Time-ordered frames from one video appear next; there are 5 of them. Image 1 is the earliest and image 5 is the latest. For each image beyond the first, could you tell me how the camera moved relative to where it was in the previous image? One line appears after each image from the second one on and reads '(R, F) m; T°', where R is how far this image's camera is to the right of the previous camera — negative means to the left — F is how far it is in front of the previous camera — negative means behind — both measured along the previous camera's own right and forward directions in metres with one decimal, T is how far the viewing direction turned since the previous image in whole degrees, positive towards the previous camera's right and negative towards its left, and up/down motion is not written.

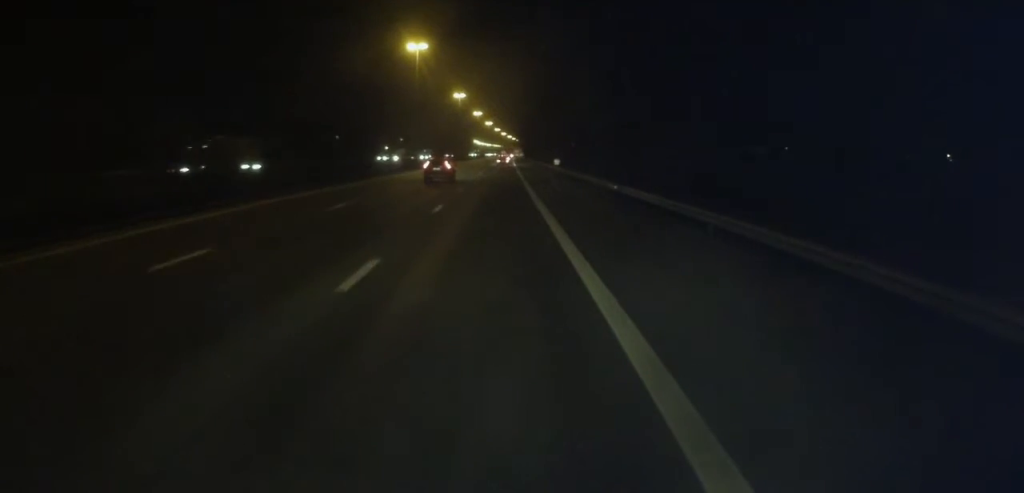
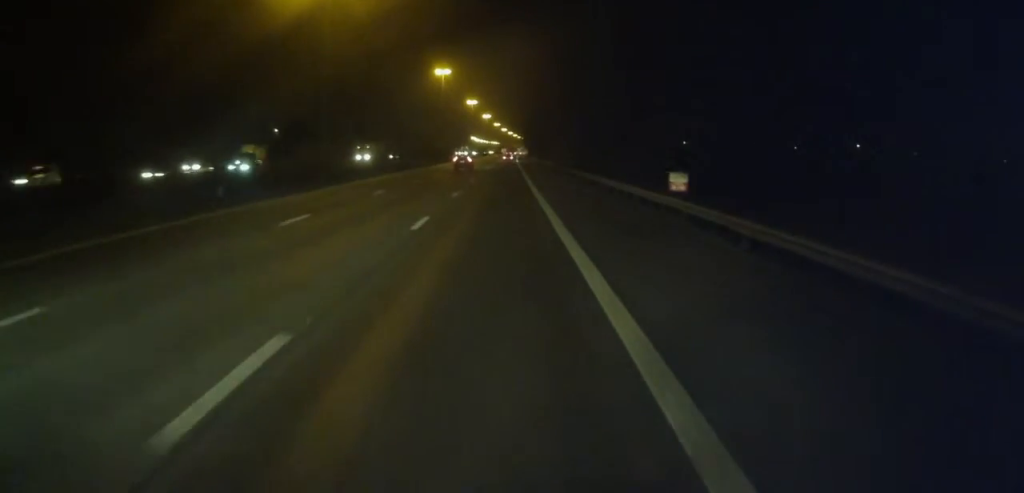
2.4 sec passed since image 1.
(+1.5, +55.5) m; +2°
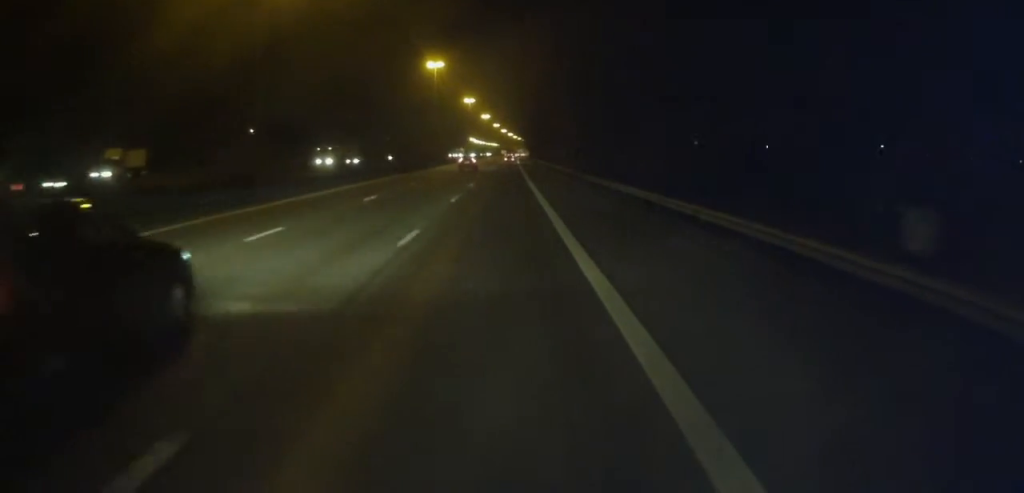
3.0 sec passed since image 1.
(-0.1, +14.8) m; -1°
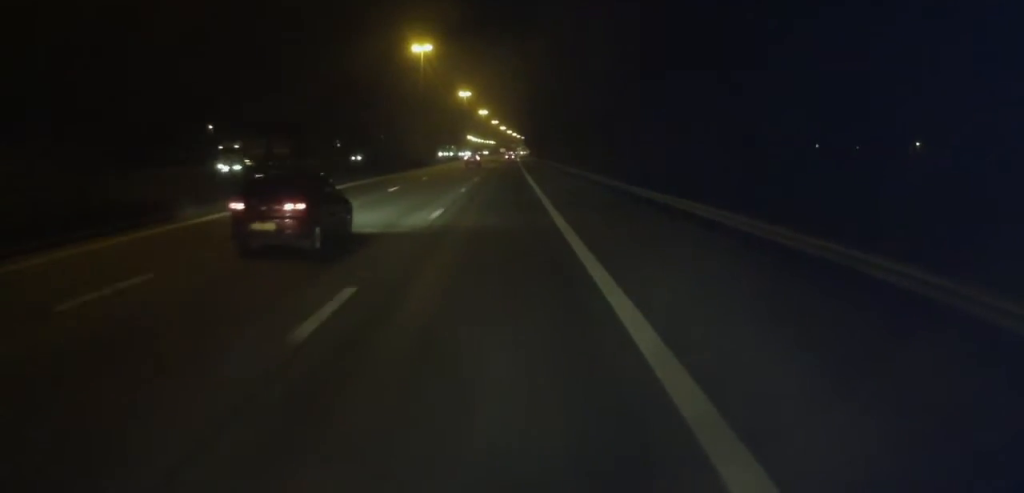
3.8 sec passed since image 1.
(-0.2, +19.5) m; 0°
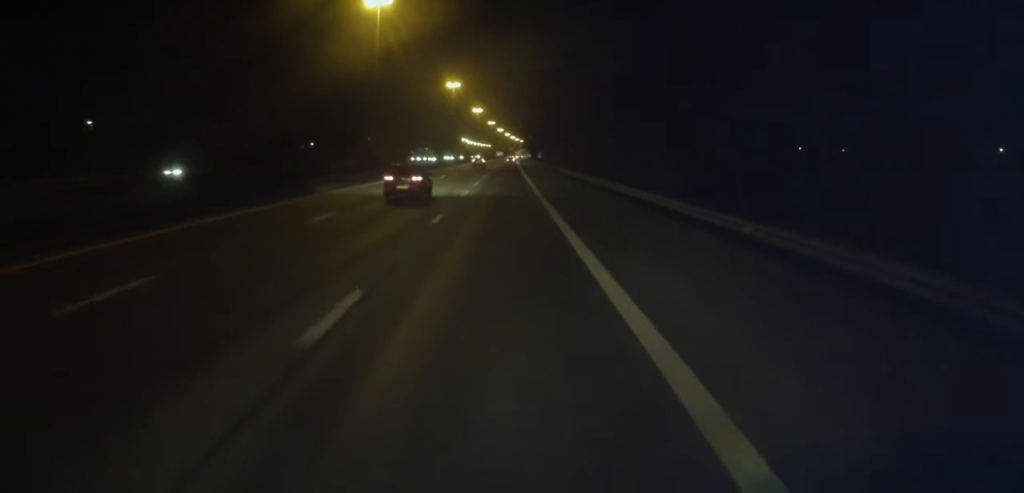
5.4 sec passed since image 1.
(+0.3, +37.4) m; 0°
